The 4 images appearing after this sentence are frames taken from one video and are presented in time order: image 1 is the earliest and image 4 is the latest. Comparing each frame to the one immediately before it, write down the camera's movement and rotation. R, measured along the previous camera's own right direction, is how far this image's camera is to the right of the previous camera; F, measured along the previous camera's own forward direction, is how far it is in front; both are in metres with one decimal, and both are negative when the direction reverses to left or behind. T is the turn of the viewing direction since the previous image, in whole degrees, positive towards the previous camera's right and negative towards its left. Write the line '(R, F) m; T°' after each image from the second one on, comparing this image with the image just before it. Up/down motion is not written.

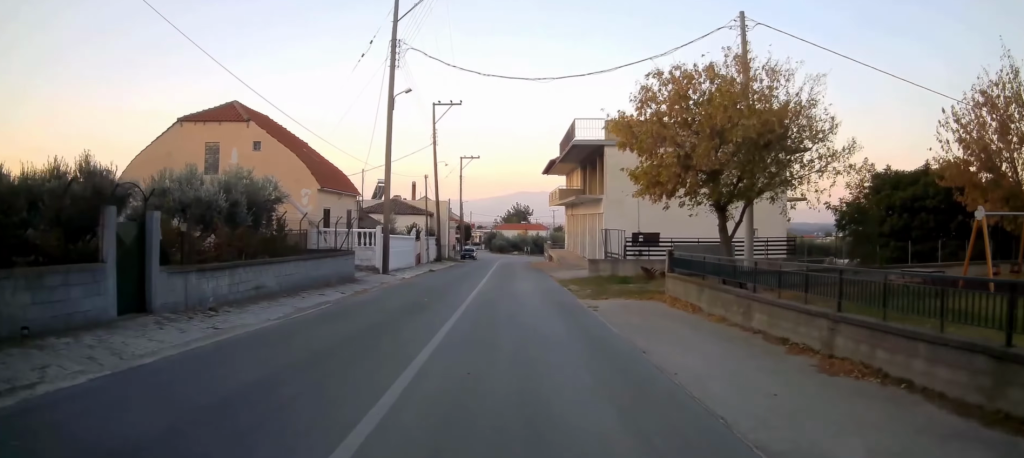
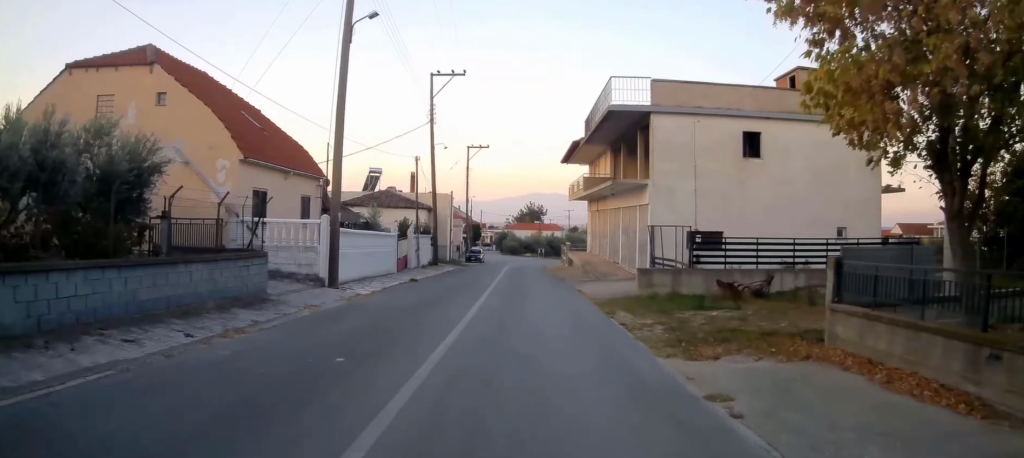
(+0.1, +10.0) m; +1°
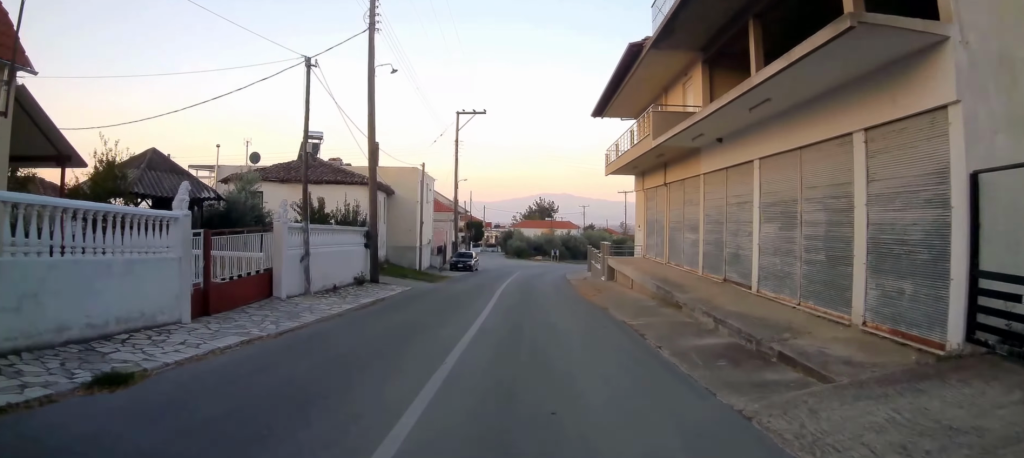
(+0.1, +20.6) m; 0°
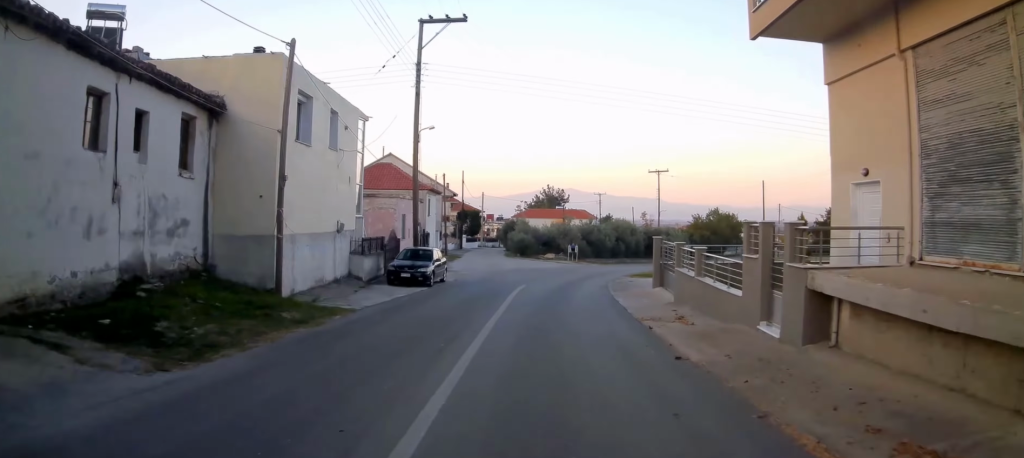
(+0.9, +22.1) m; +4°
